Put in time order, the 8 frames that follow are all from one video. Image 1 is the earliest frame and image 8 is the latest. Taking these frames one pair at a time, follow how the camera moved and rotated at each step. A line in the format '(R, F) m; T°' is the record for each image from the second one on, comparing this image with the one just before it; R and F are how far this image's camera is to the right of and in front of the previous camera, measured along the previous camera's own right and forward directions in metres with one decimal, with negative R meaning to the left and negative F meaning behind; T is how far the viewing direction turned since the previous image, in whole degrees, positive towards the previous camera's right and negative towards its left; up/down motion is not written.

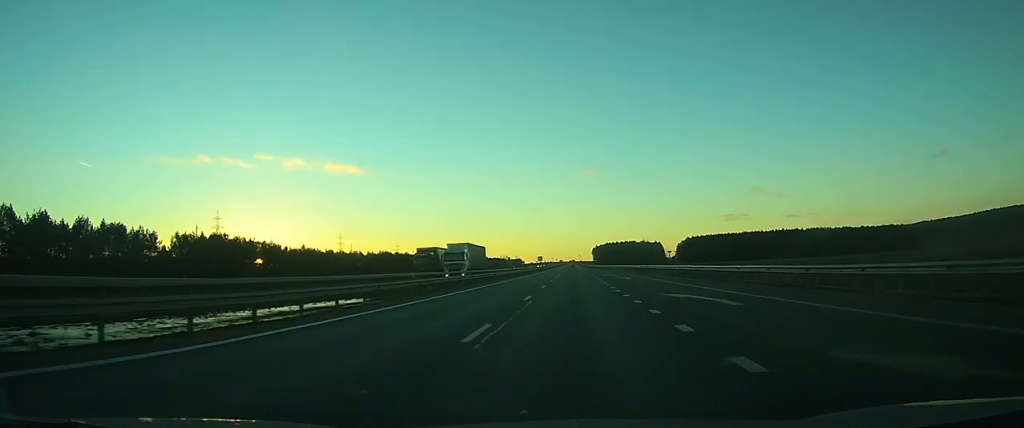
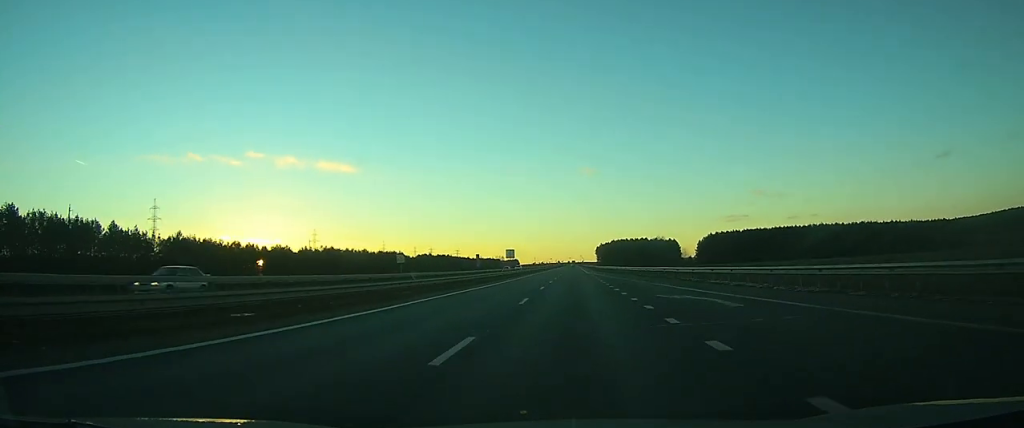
(-0.1, +69.8) m; 0°
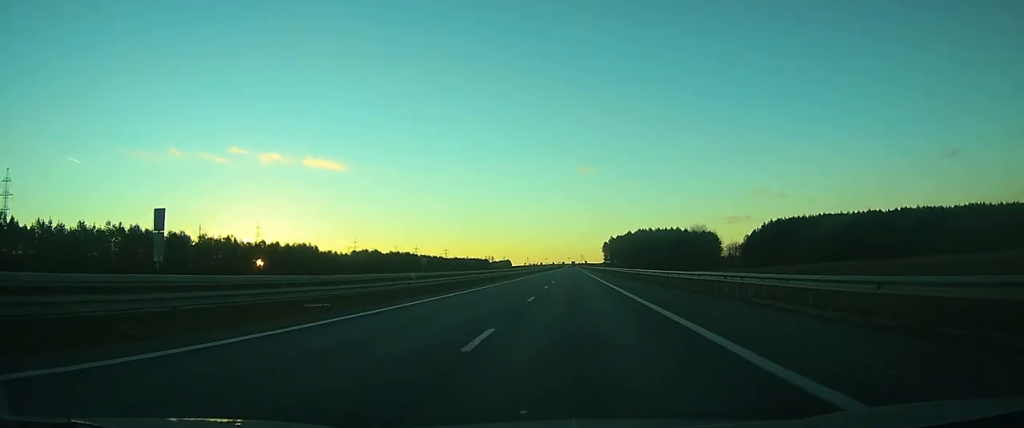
(+0.3, +118.8) m; 0°
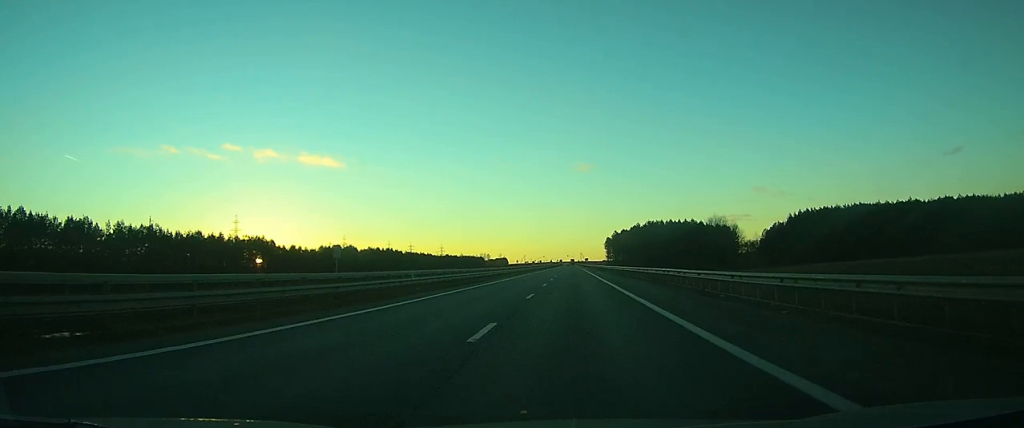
(0.0, +36.3) m; 0°
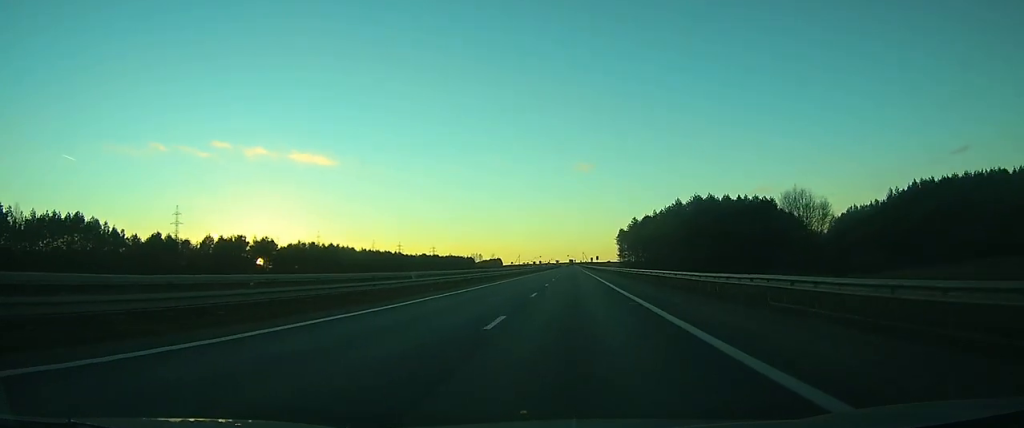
(-0.1, +80.8) m; 0°
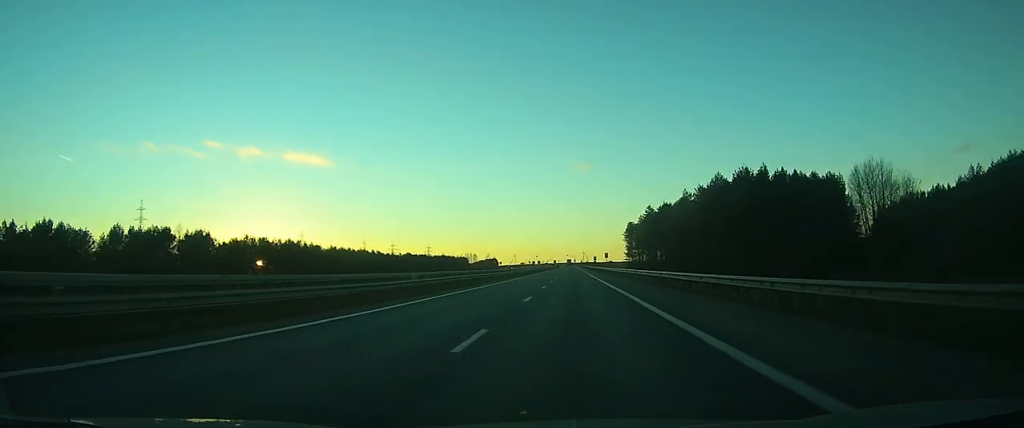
(0.0, +37.3) m; 0°
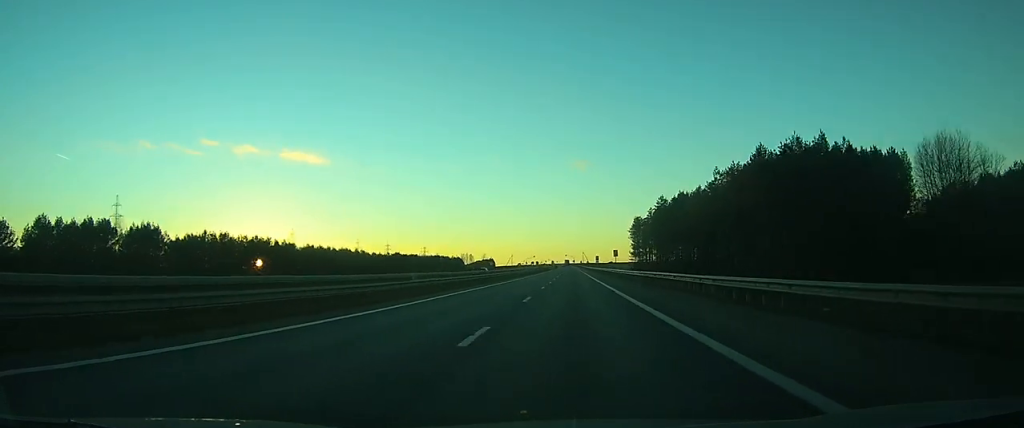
(0.0, +22.1) m; 0°
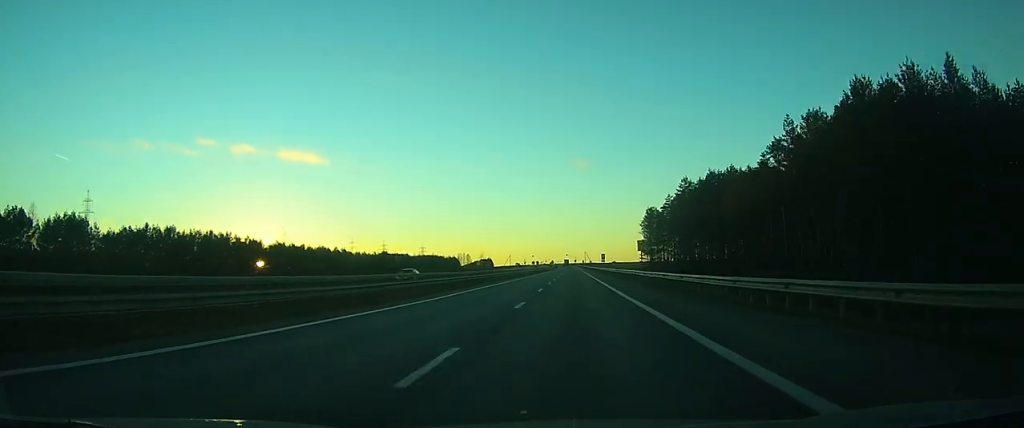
(0.0, +25.8) m; 0°
